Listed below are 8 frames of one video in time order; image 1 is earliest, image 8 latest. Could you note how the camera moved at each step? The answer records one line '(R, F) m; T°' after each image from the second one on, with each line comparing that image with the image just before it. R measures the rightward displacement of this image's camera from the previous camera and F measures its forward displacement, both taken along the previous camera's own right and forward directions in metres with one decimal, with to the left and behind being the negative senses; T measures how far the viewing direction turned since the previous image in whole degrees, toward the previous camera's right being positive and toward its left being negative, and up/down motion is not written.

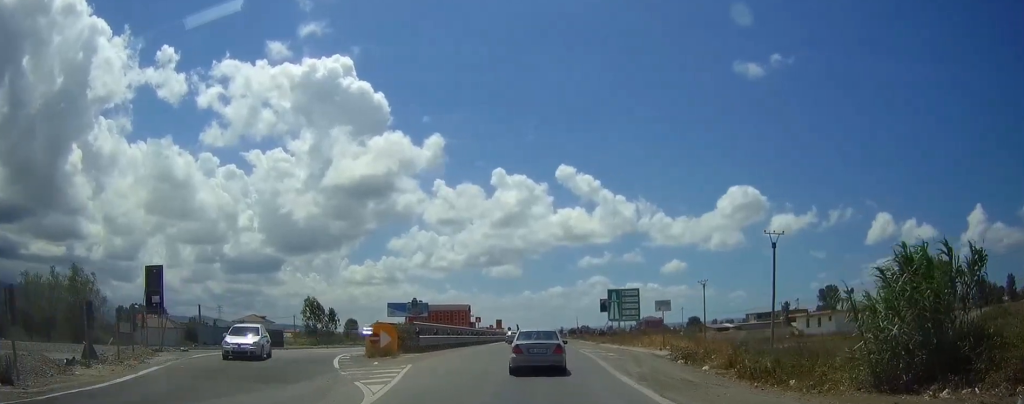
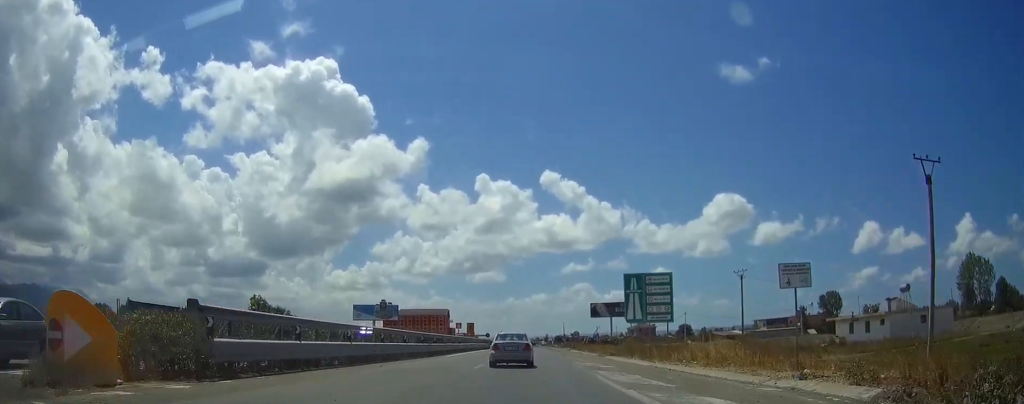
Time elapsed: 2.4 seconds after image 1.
(+0.8, +22.1) m; +2°
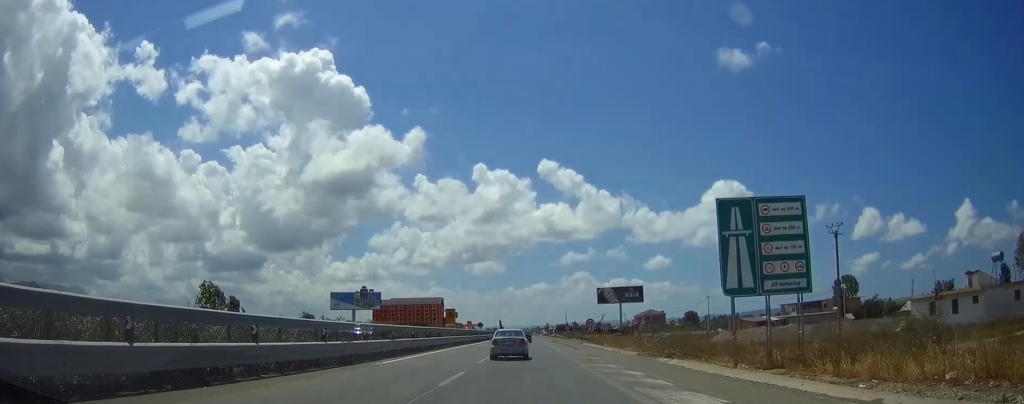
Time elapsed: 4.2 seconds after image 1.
(-0.1, +20.8) m; 0°
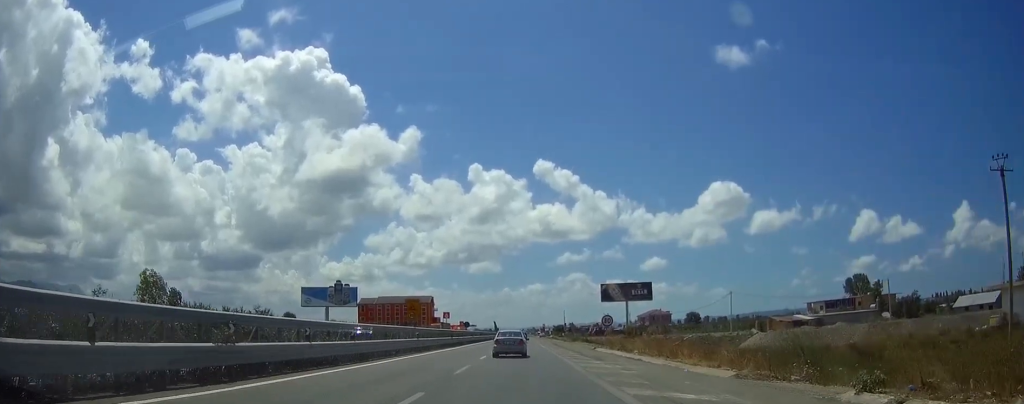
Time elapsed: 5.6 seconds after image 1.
(+0.1, +19.1) m; 0°
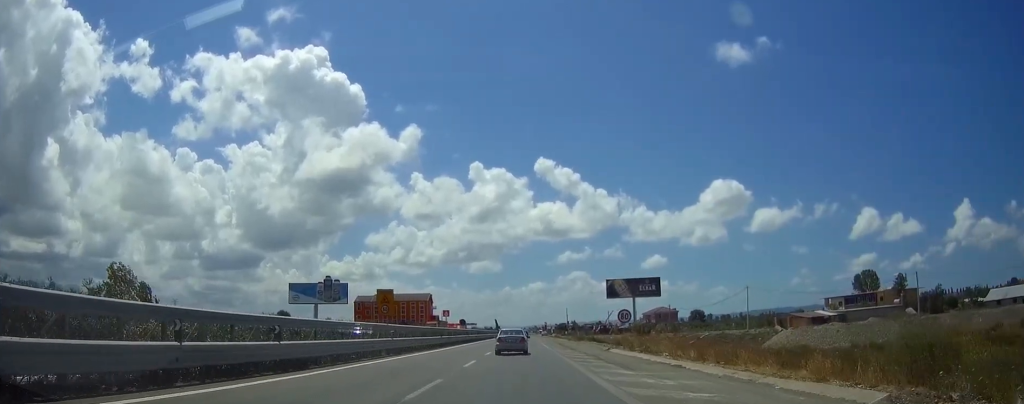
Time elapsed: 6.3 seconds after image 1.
(0.0, +8.7) m; 0°
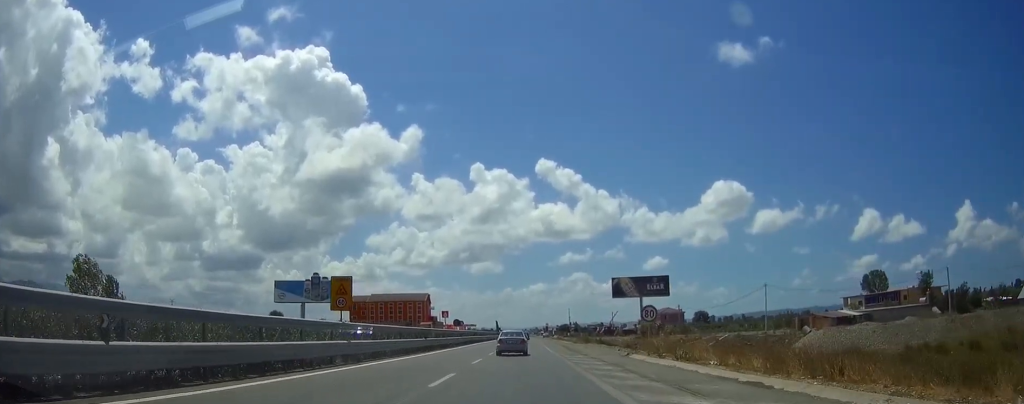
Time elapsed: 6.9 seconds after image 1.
(0.0, +8.5) m; 0°
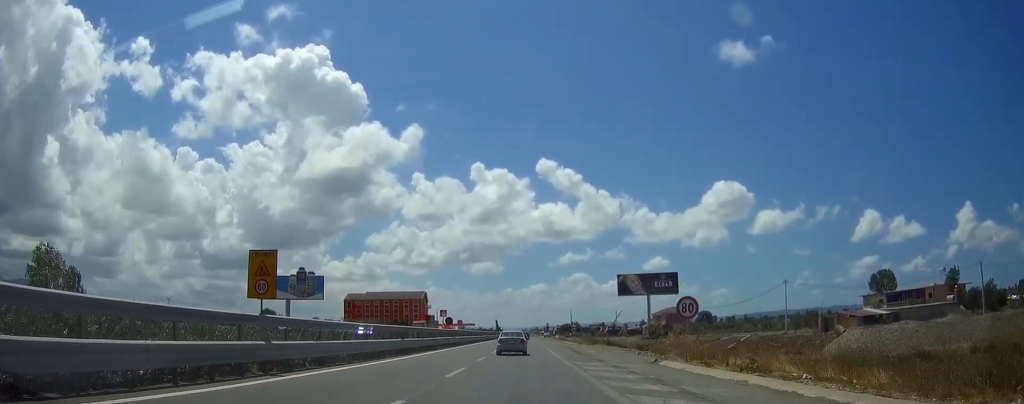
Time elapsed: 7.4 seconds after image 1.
(0.0, +8.5) m; 0°
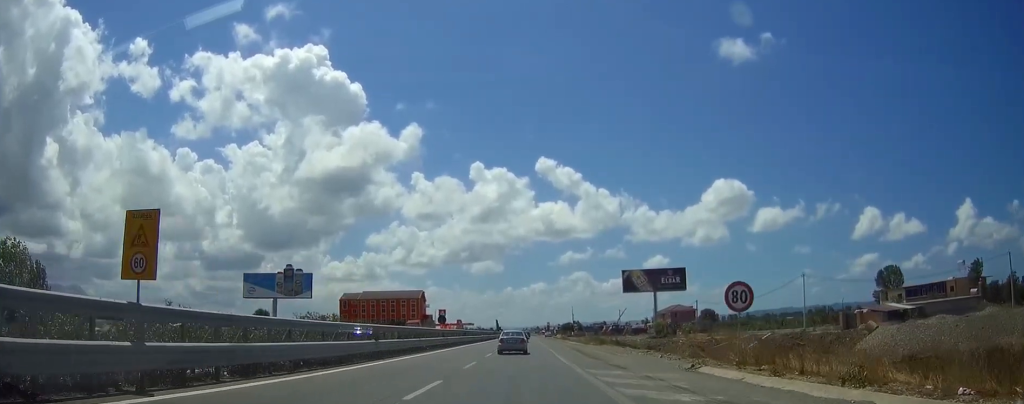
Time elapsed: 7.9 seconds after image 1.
(0.0, +6.6) m; 0°
